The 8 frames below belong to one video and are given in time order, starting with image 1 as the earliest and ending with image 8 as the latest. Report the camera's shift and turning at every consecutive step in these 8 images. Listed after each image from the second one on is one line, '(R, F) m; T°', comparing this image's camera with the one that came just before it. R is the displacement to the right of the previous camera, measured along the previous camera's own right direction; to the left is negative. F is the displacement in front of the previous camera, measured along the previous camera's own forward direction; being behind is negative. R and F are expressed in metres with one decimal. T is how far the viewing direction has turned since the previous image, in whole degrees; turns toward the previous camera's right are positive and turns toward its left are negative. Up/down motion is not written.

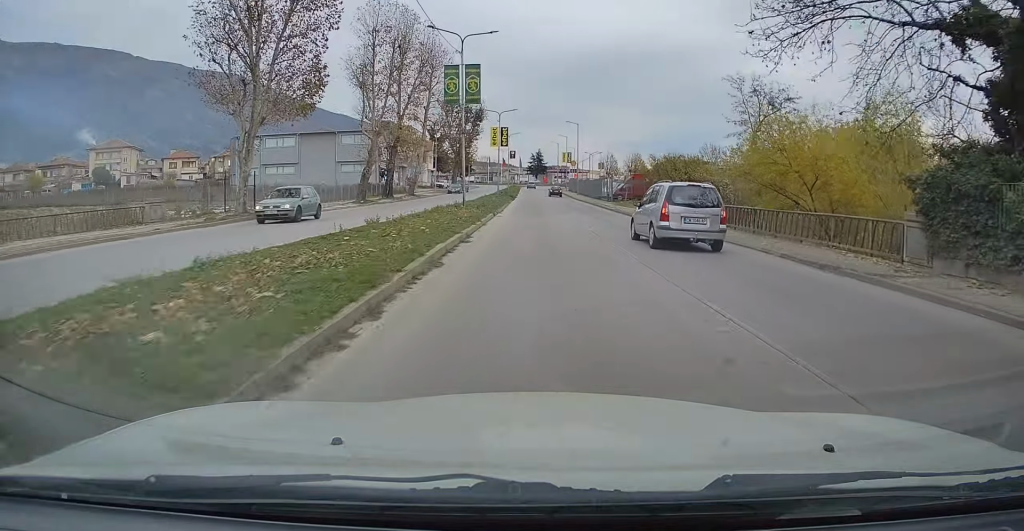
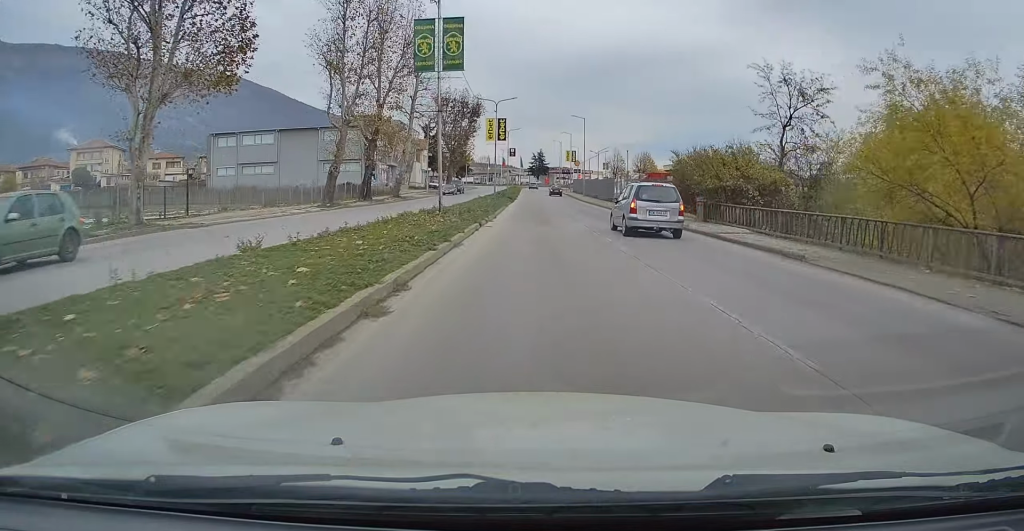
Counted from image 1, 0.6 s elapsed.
(-0.3, +8.8) m; 0°
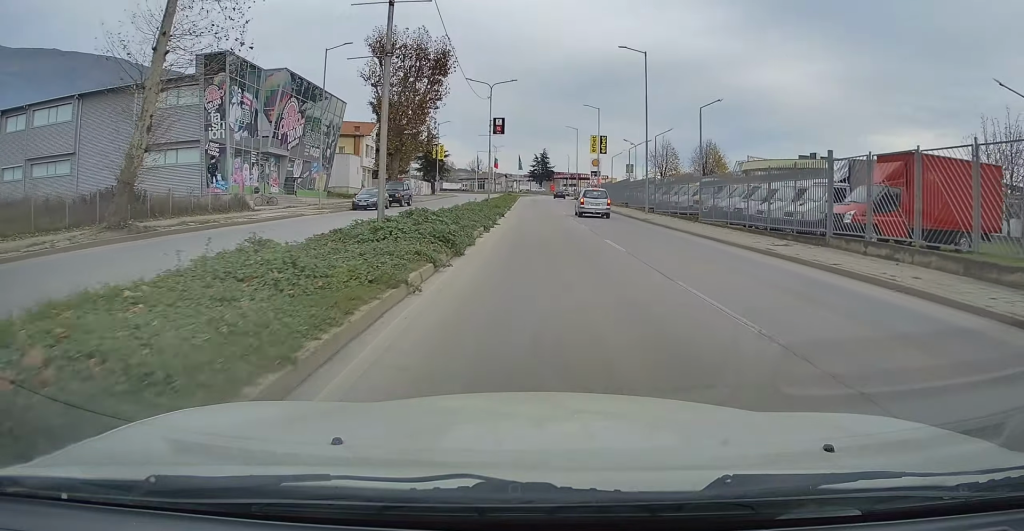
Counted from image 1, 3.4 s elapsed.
(+0.5, +43.8) m; 0°
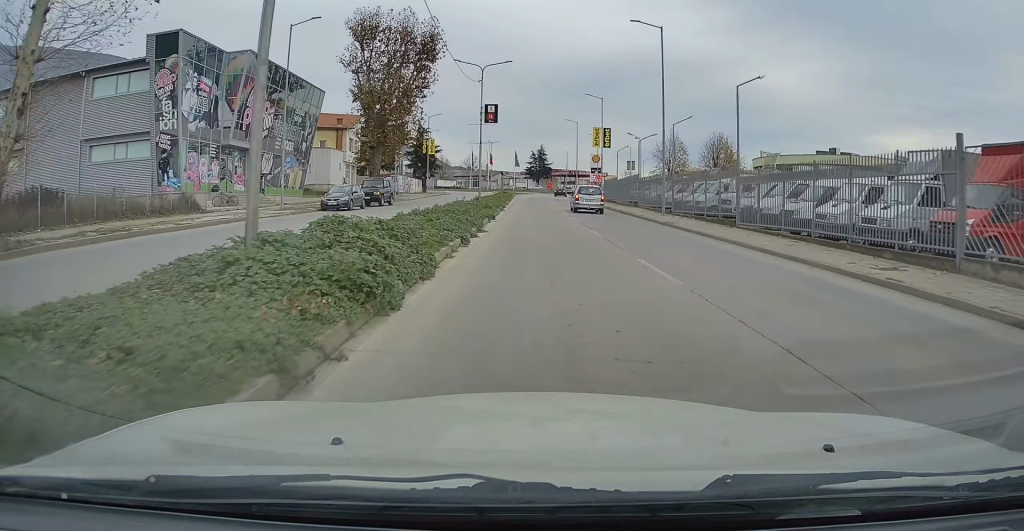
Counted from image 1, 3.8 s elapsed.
(-0.2, +6.0) m; 0°
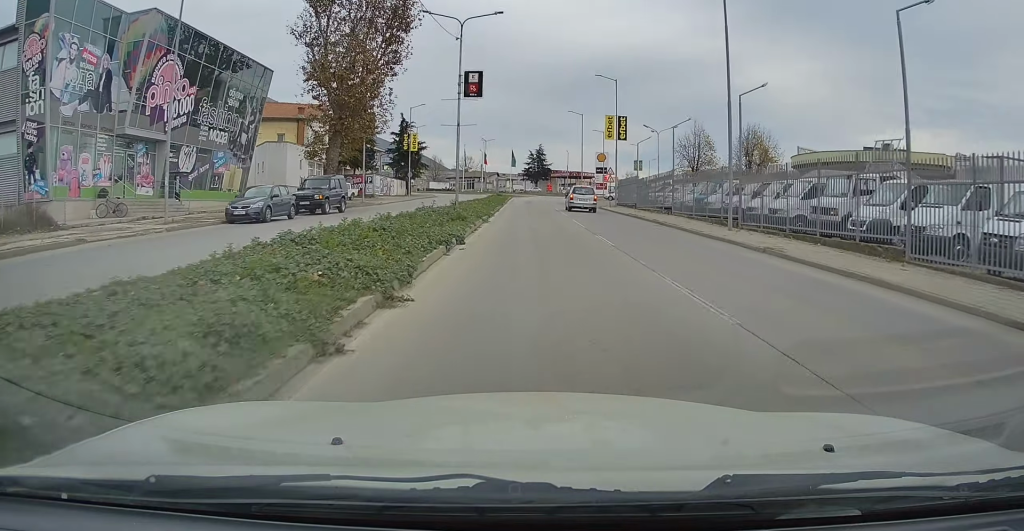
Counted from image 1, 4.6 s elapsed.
(+0.2, +11.7) m; +1°
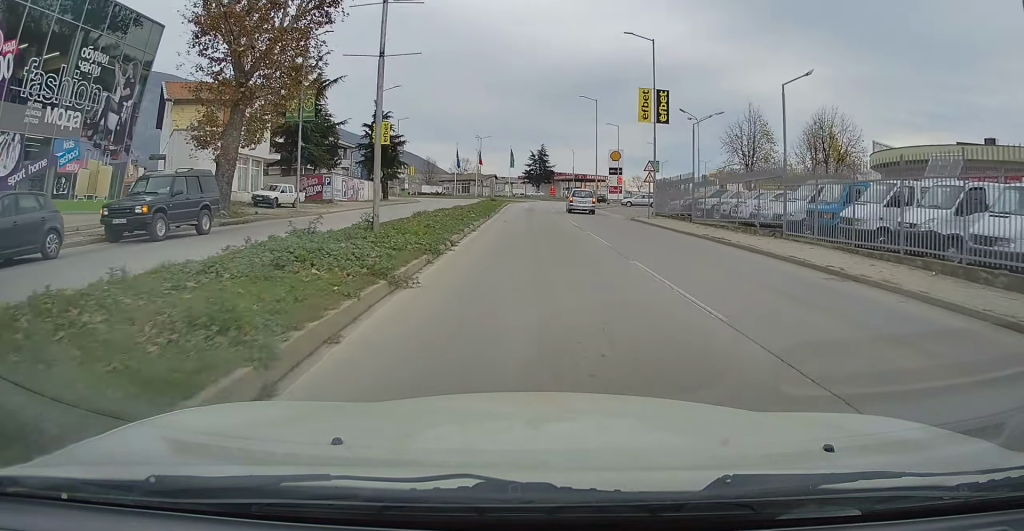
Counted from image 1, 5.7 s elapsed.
(+0.1, +15.3) m; -1°
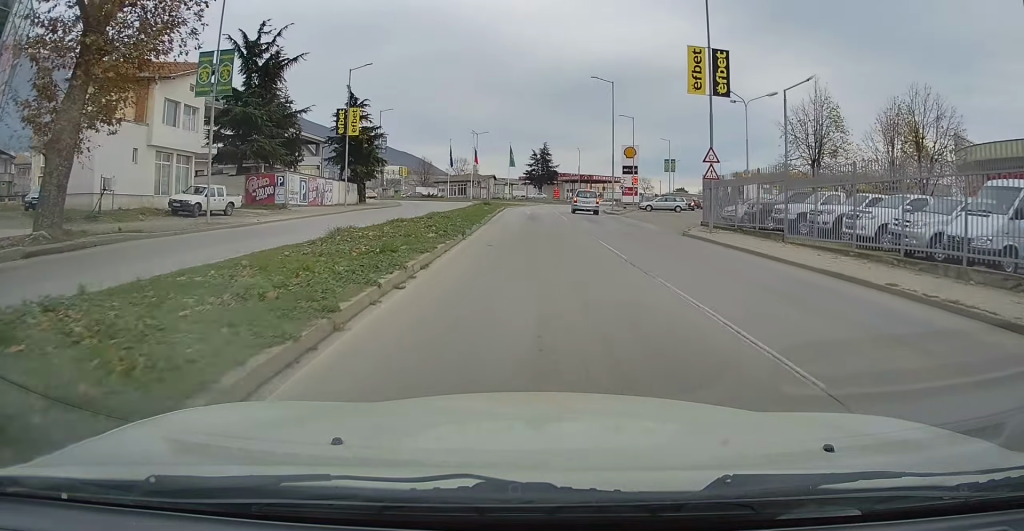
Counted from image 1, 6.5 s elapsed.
(-0.2, +11.2) m; 0°
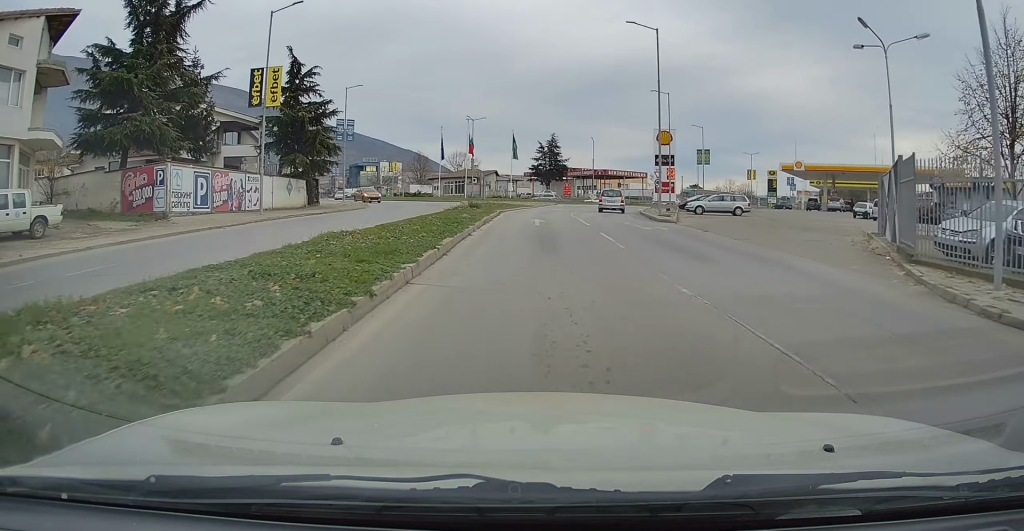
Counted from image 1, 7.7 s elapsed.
(+0.1, +16.6) m; +1°
